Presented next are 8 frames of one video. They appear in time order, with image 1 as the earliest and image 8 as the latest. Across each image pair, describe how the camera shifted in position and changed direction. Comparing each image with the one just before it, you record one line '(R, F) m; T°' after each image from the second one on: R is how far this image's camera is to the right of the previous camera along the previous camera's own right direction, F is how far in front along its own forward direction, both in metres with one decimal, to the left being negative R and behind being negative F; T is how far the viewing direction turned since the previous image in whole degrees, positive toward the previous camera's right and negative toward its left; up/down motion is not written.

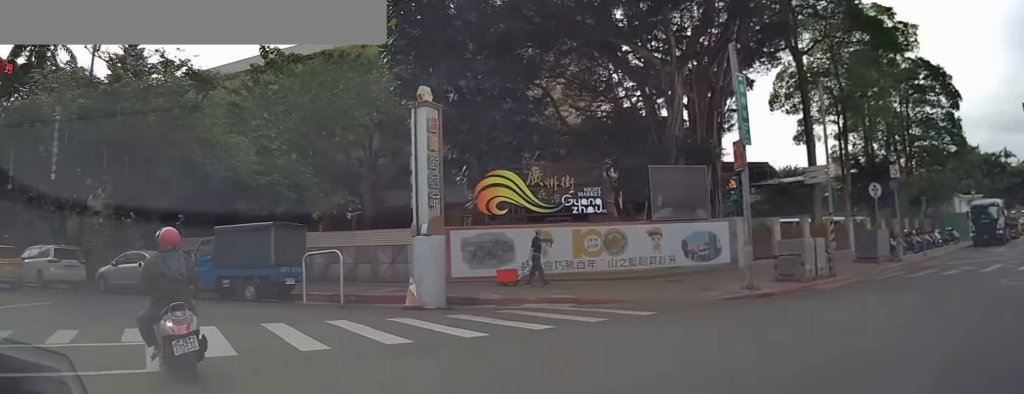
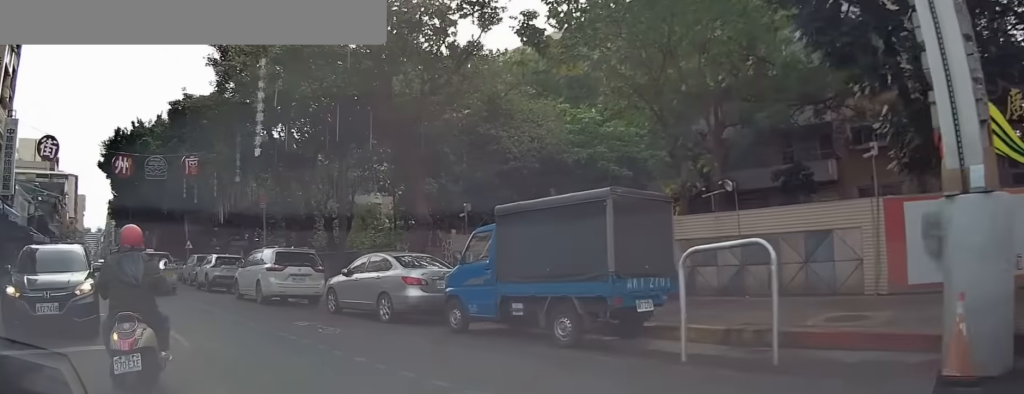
(-1.7, +6.9) m; -38°
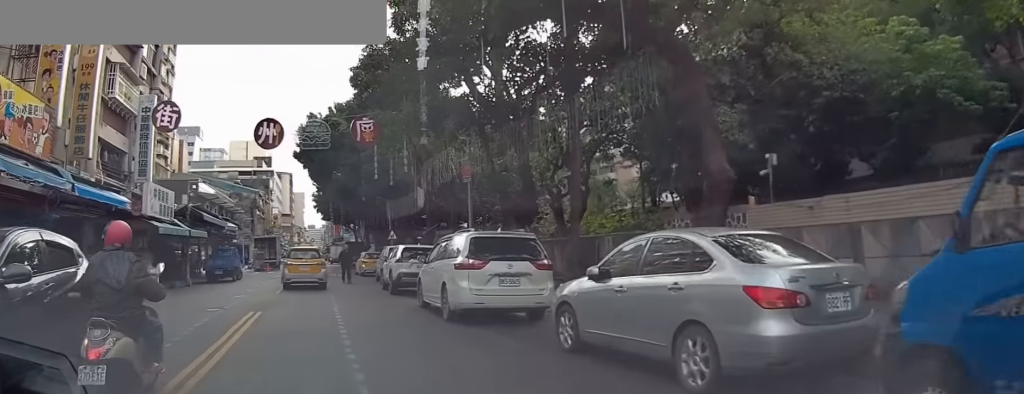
(-2.6, +5.1) m; -47°
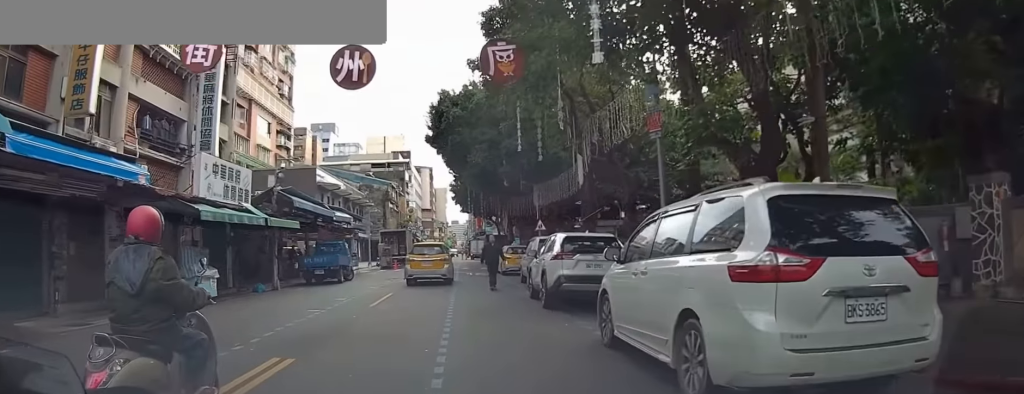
(-1.1, +6.9) m; -13°
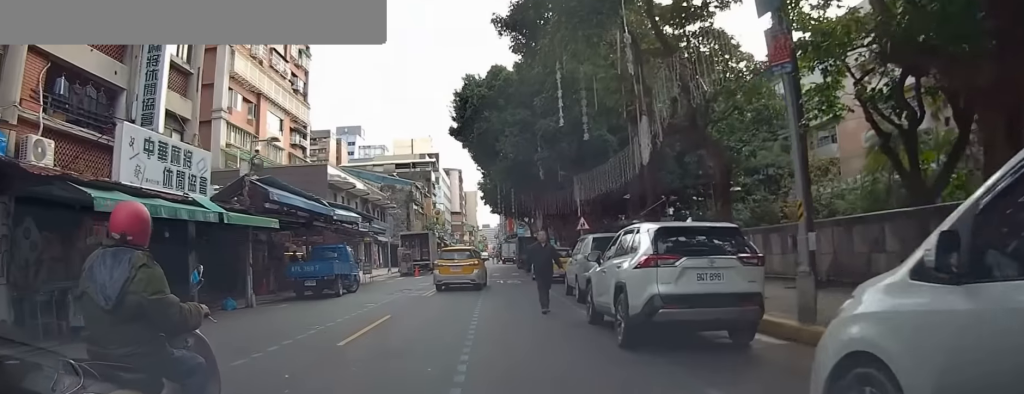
(-0.3, +5.0) m; -6°
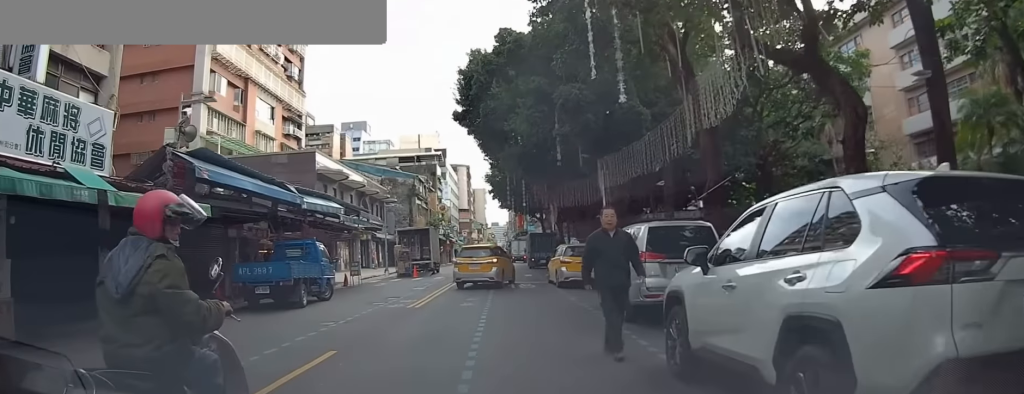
(-0.2, +5.0) m; -5°
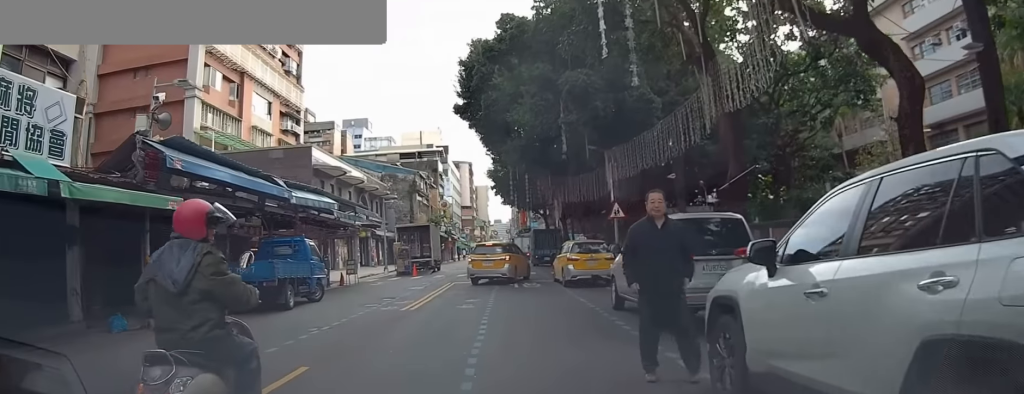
(0.0, +2.1) m; -2°
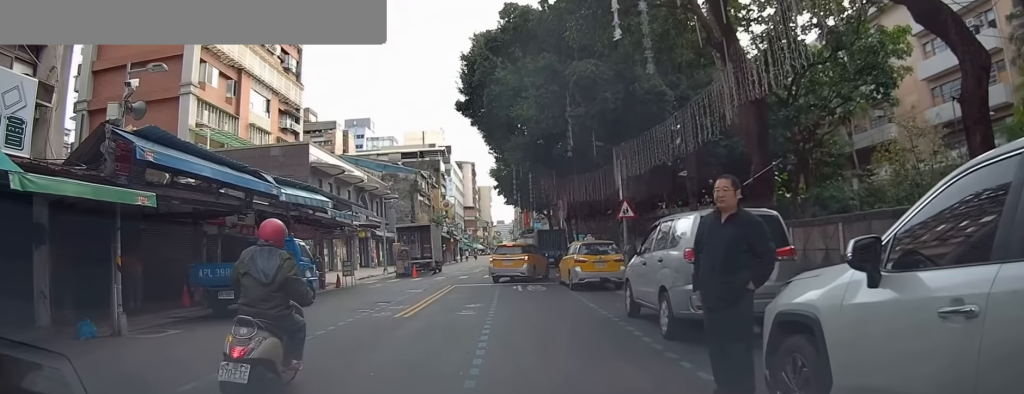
(-0.1, +2.8) m; -2°
